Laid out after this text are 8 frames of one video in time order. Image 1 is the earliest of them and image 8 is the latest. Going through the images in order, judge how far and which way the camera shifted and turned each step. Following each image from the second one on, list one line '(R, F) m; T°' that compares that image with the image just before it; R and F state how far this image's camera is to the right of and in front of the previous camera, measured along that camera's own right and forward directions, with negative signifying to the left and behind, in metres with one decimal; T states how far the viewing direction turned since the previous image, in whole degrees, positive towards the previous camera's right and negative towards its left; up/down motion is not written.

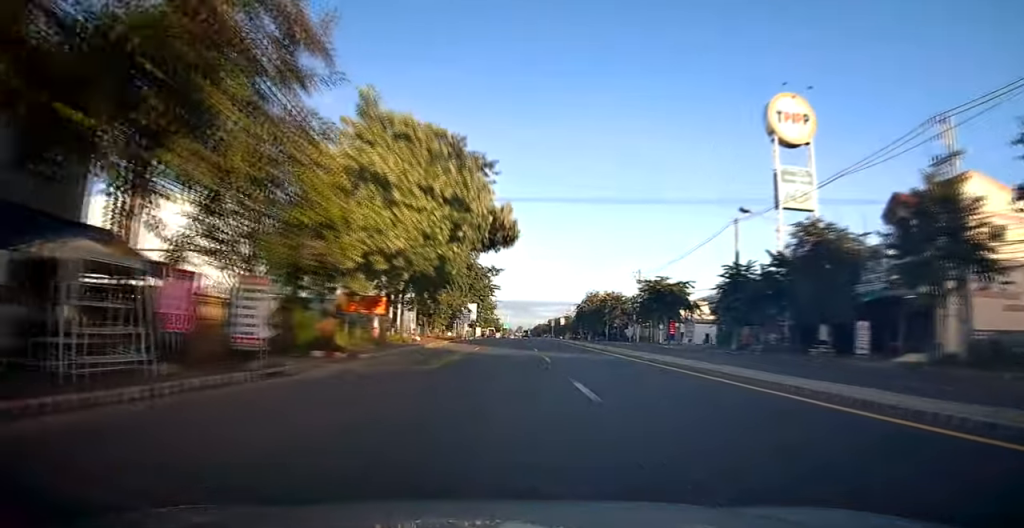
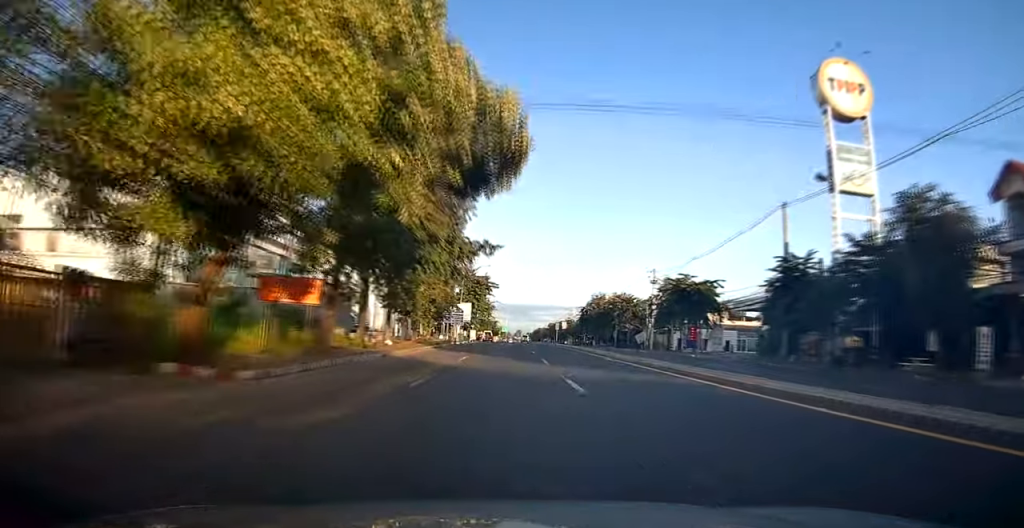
(0.0, +10.2) m; 0°
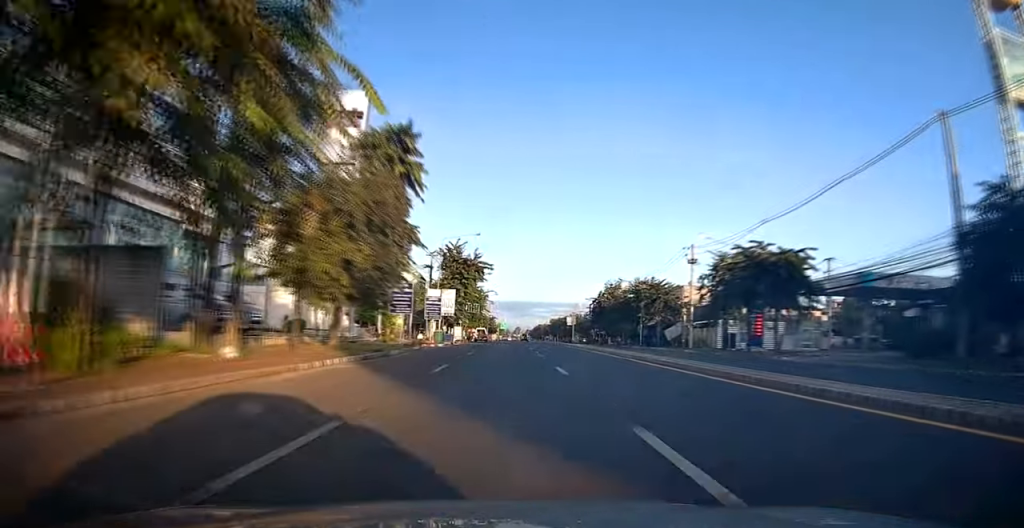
(-0.3, +19.6) m; +1°
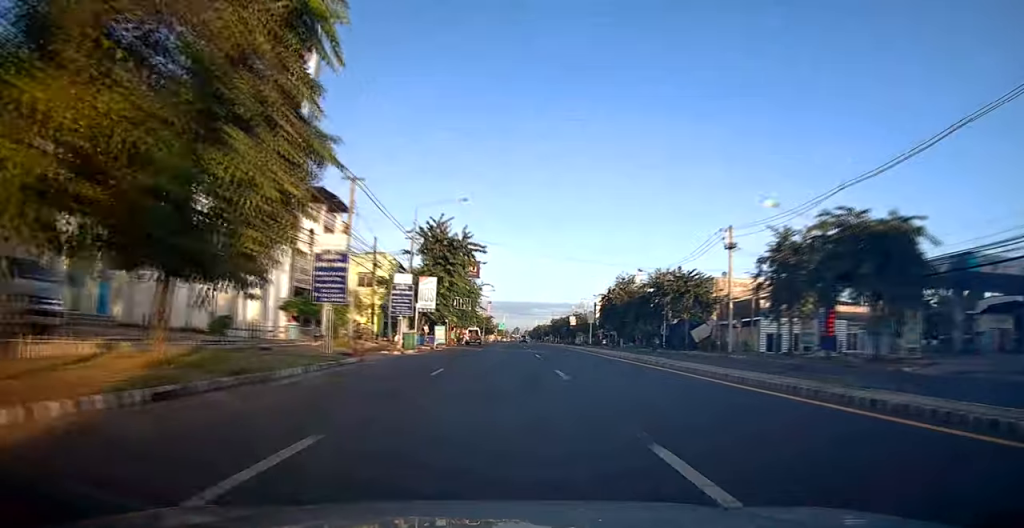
(+0.2, +12.8) m; +1°
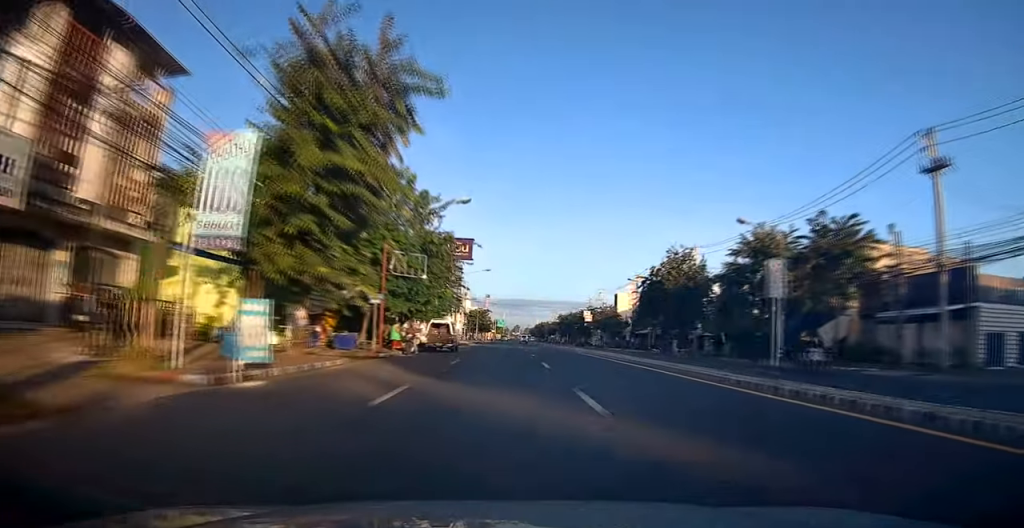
(-0.8, +30.4) m; -2°
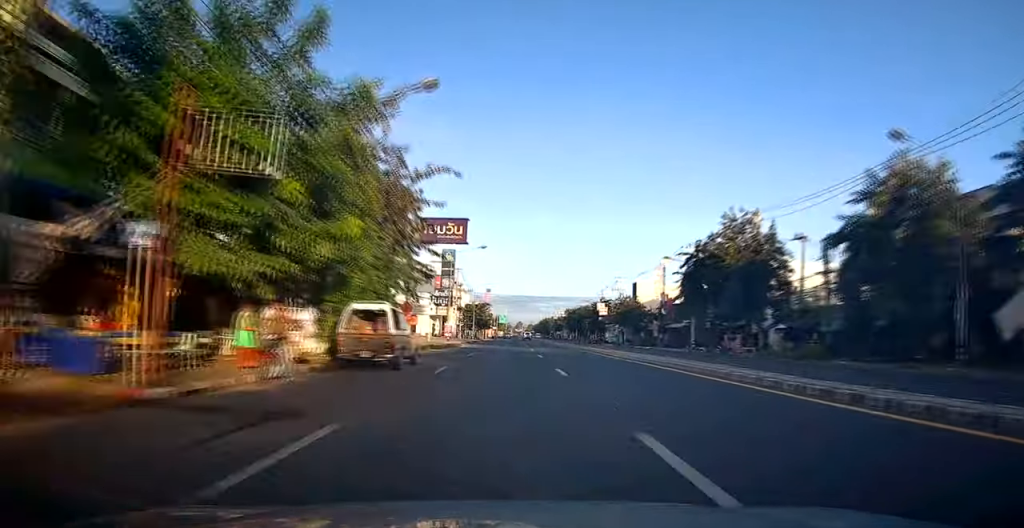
(+0.5, +17.2) m; +1°
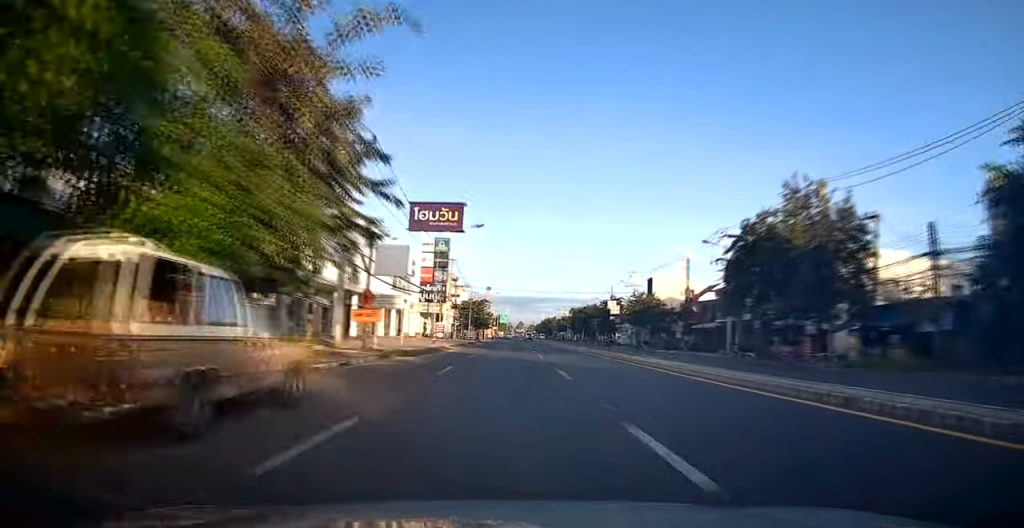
(-0.1, +11.0) m; 0°
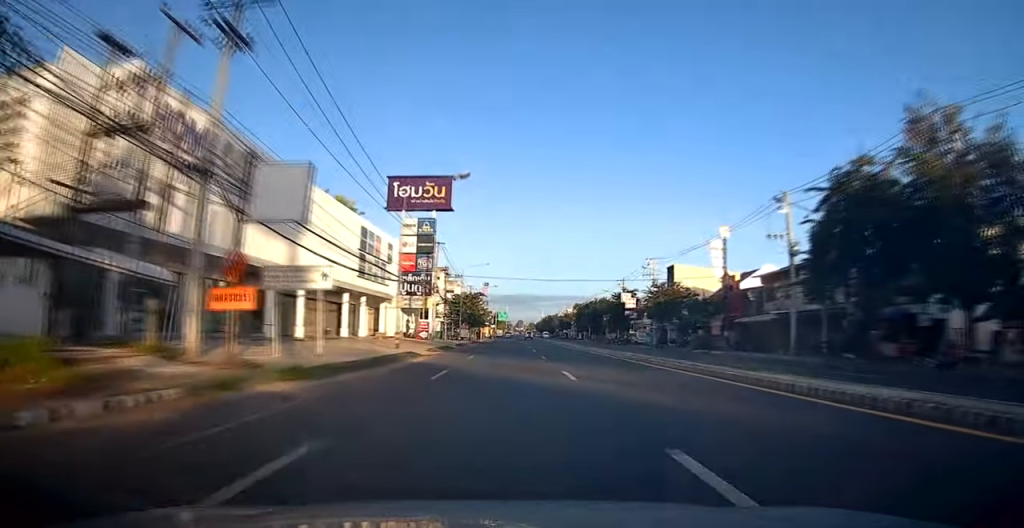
(0.0, +13.5) m; 0°
